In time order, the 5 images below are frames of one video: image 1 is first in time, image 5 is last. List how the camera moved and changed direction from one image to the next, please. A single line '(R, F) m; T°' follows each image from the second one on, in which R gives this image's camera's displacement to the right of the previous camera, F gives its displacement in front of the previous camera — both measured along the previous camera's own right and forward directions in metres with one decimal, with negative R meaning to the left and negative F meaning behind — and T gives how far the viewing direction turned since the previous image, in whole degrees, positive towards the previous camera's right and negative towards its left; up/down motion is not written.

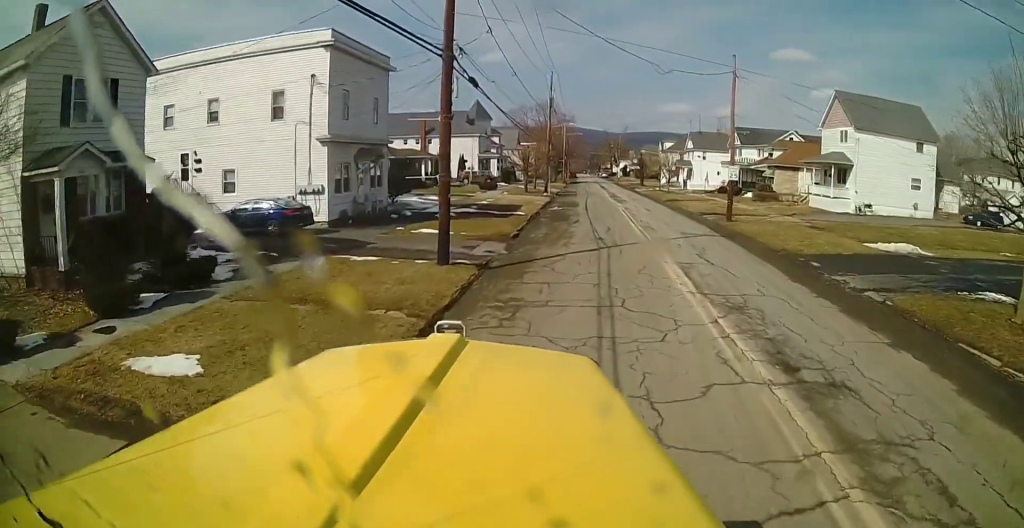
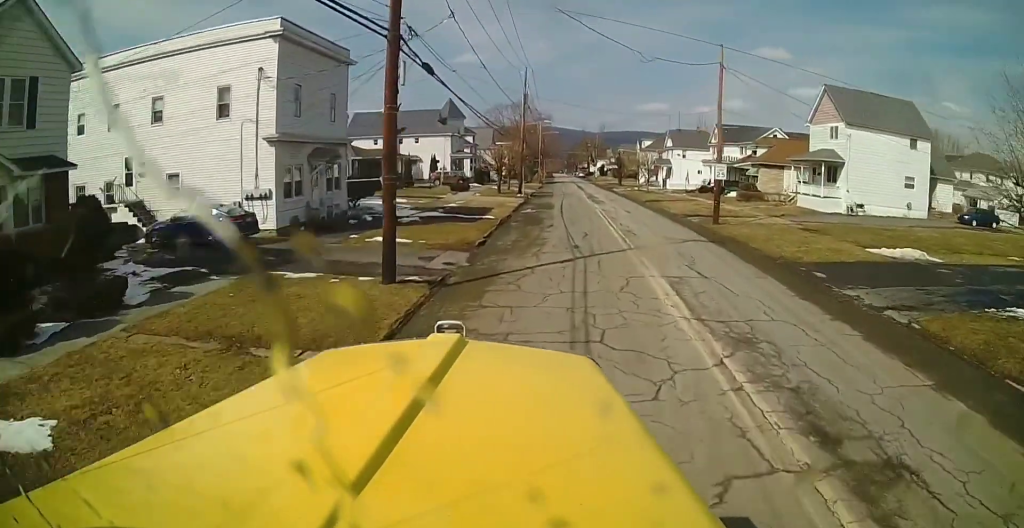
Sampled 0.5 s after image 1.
(0.0, +2.0) m; -2°
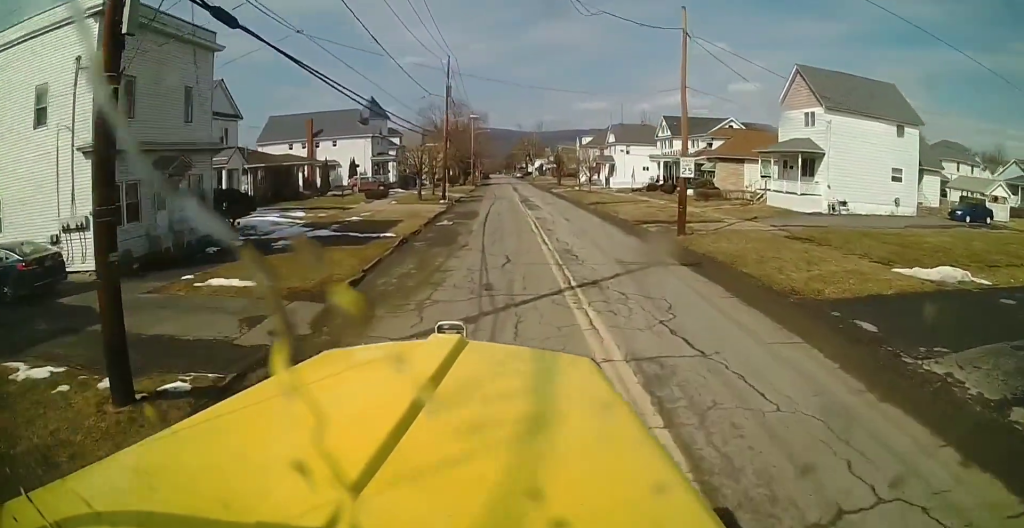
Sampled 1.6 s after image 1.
(-0.2, +5.6) m; 0°
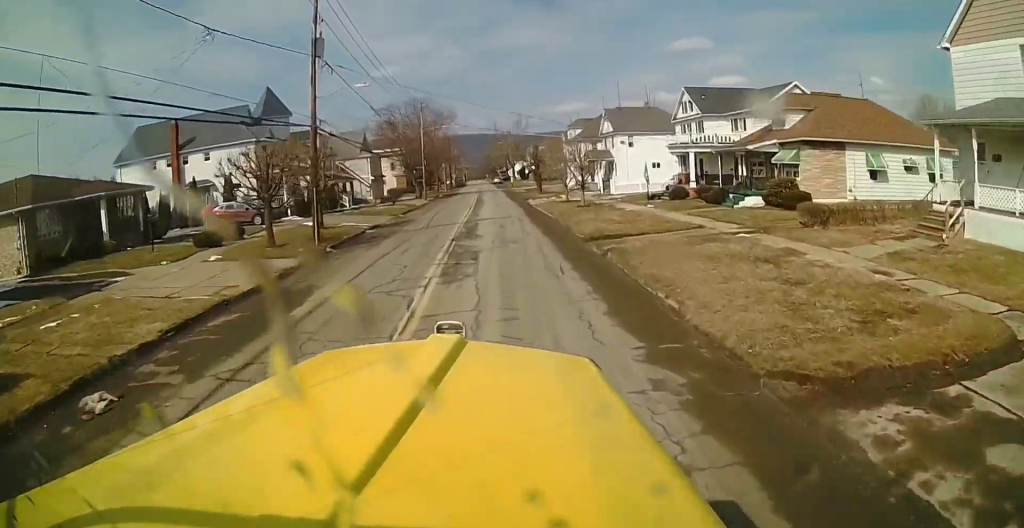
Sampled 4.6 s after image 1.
(-0.5, +21.5) m; -4°
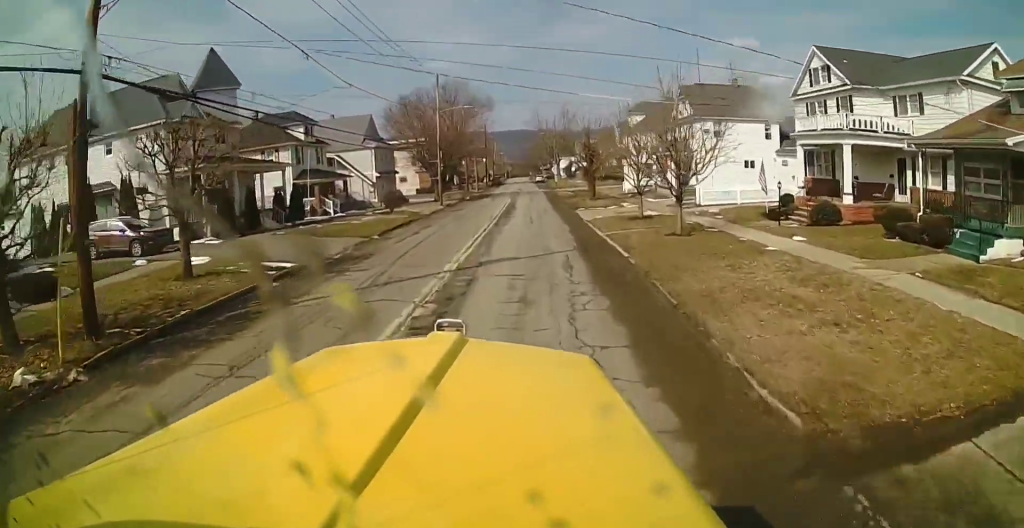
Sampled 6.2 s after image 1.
(-0.1, +15.8) m; 0°
